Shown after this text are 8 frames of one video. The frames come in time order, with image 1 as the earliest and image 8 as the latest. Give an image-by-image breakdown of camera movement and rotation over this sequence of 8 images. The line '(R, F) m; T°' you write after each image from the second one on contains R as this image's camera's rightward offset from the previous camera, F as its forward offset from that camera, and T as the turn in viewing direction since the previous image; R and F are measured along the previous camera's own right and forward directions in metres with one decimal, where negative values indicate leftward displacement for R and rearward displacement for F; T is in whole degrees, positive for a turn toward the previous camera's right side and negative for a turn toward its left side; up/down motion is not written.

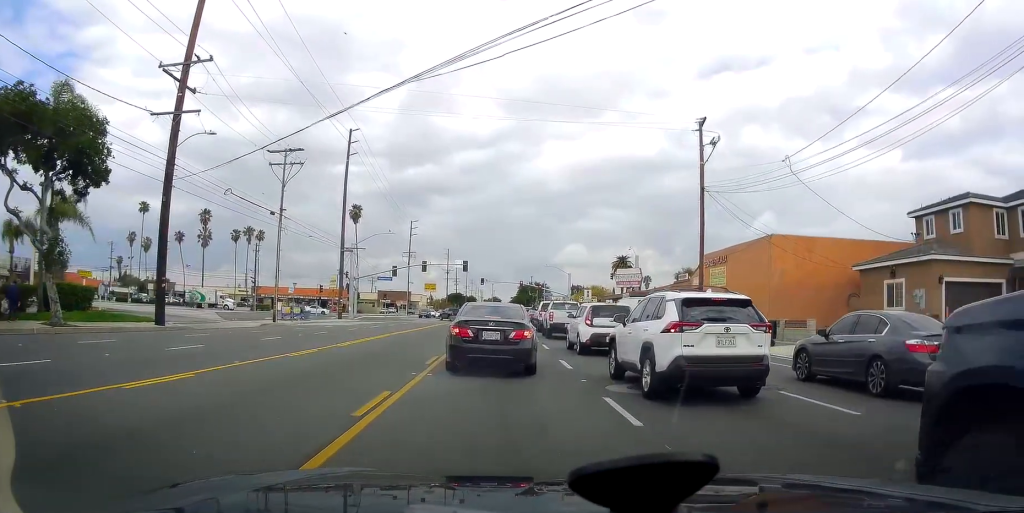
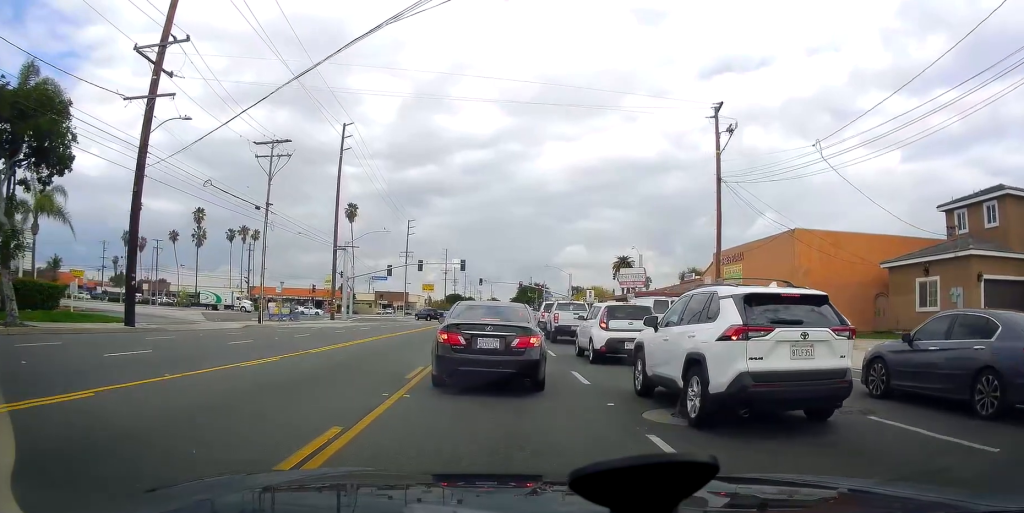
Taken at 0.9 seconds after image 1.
(0.0, +3.6) m; 0°
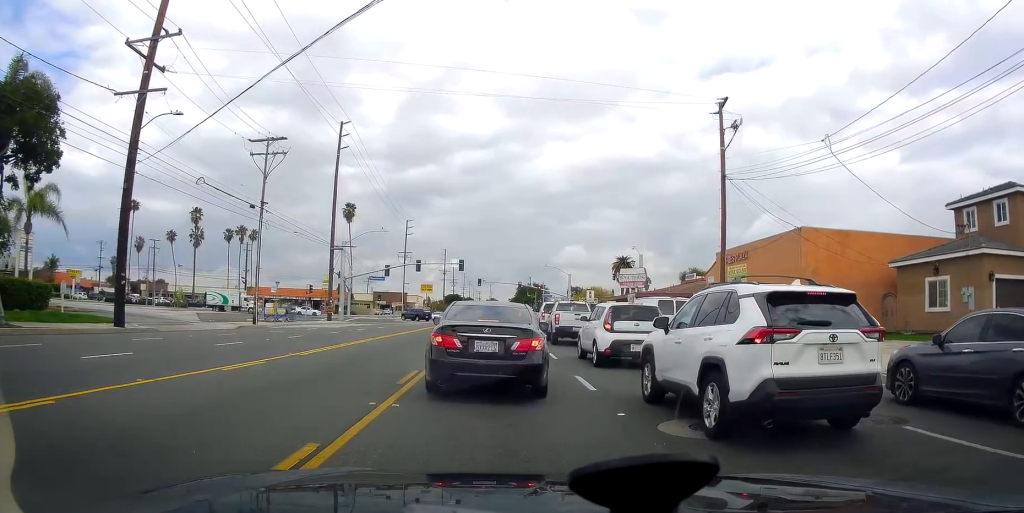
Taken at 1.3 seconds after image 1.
(0.0, +1.1) m; 0°
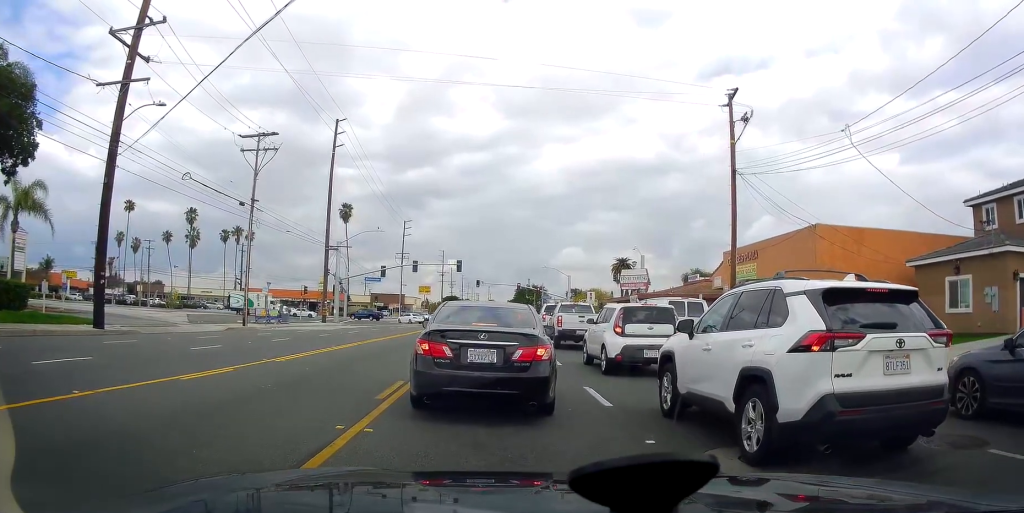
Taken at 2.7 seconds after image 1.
(0.0, +3.0) m; 0°
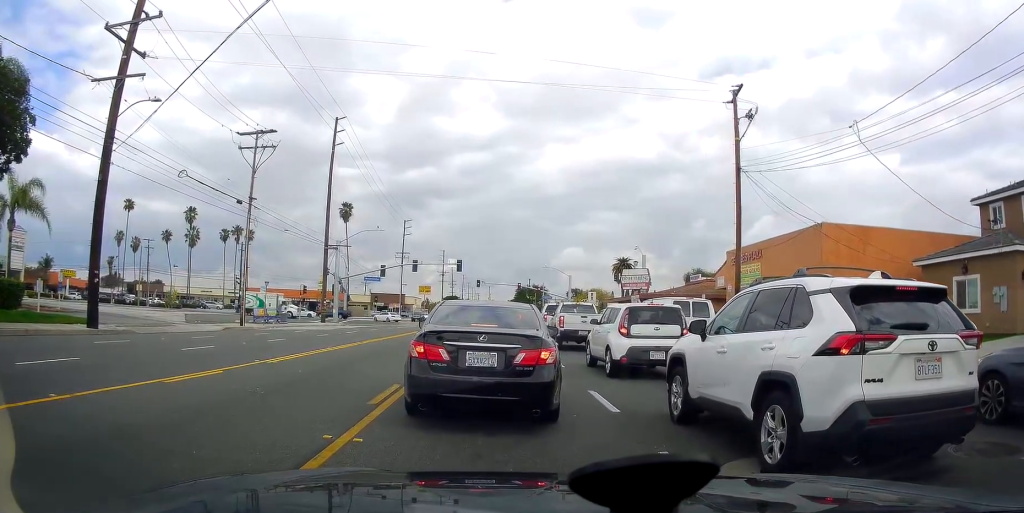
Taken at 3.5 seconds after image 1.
(0.0, +1.0) m; 0°
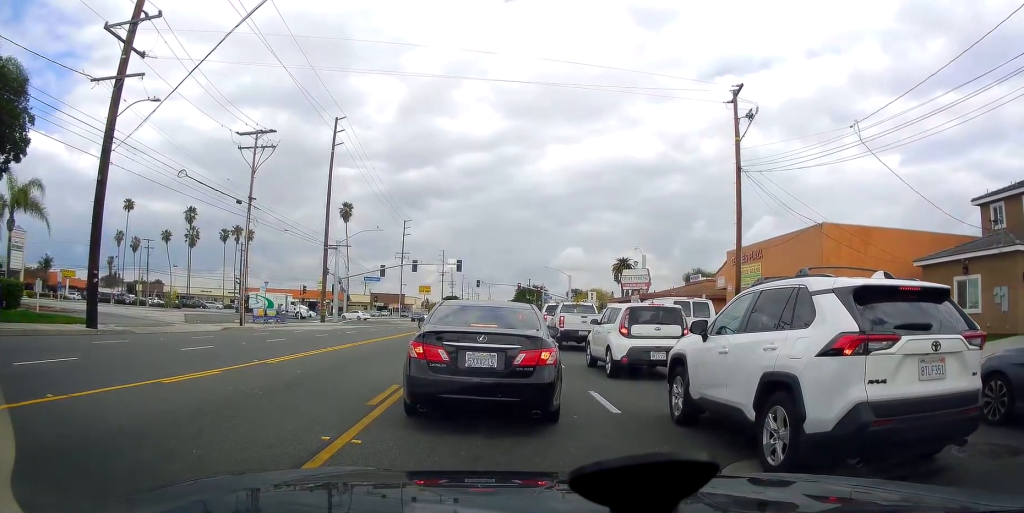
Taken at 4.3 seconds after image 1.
(0.0, +0.5) m; 0°
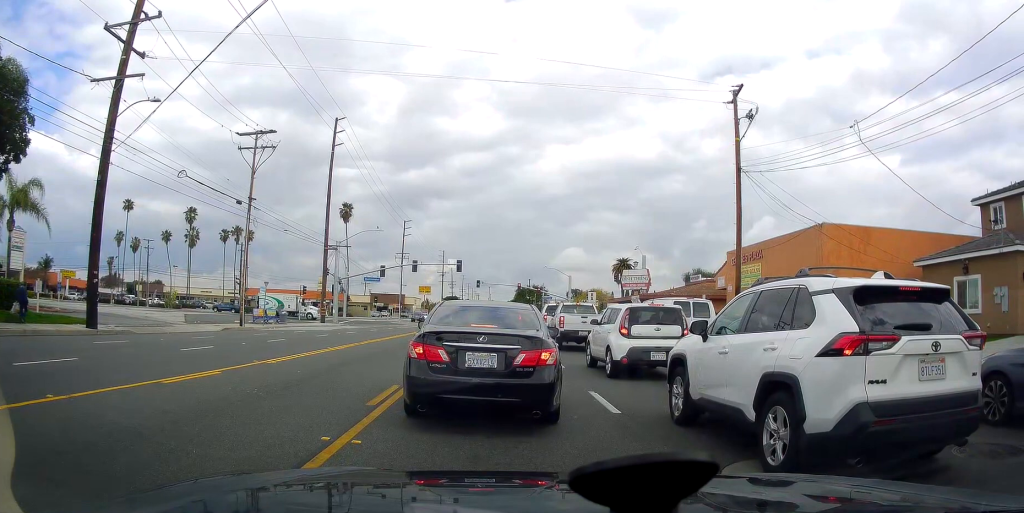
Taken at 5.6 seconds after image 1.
(0.0, -0.2) m; 0°
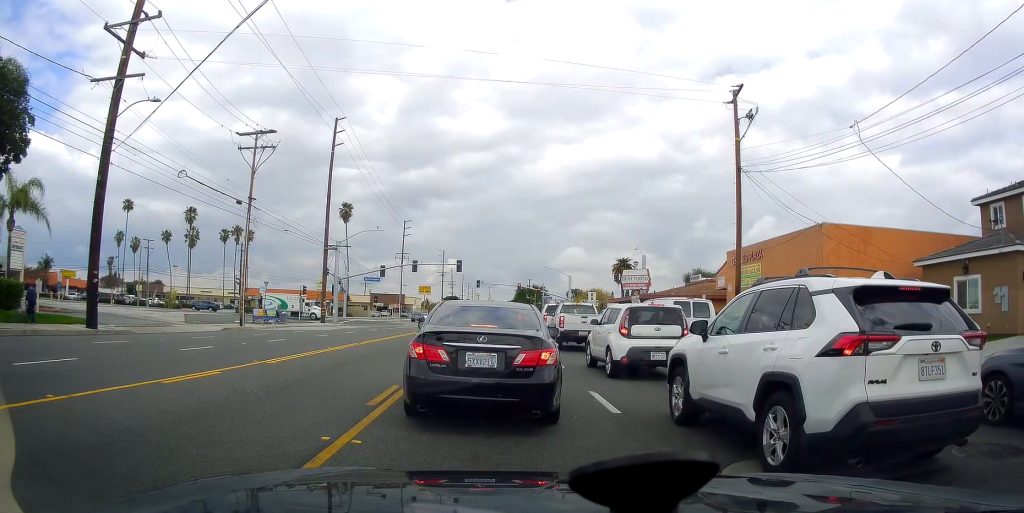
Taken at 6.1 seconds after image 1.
(0.0, 0.0) m; 0°
